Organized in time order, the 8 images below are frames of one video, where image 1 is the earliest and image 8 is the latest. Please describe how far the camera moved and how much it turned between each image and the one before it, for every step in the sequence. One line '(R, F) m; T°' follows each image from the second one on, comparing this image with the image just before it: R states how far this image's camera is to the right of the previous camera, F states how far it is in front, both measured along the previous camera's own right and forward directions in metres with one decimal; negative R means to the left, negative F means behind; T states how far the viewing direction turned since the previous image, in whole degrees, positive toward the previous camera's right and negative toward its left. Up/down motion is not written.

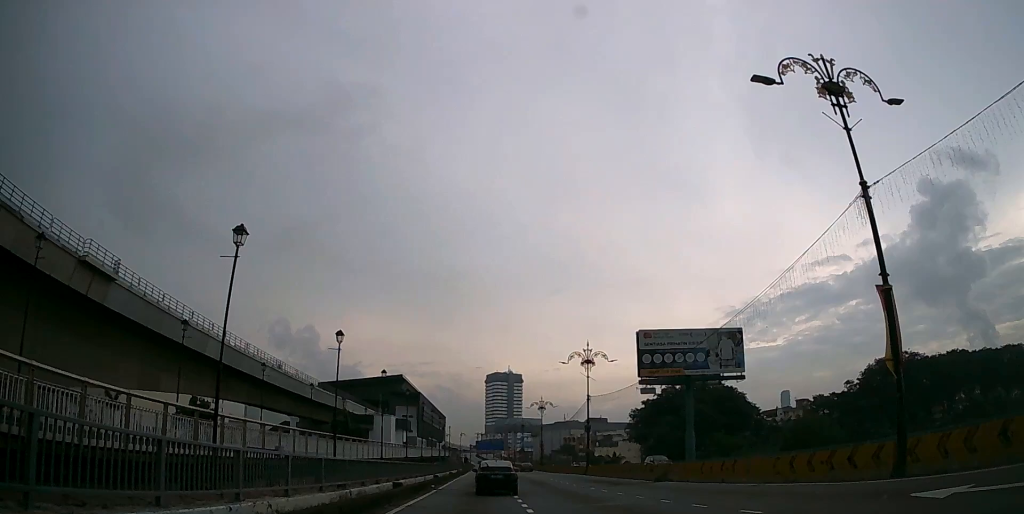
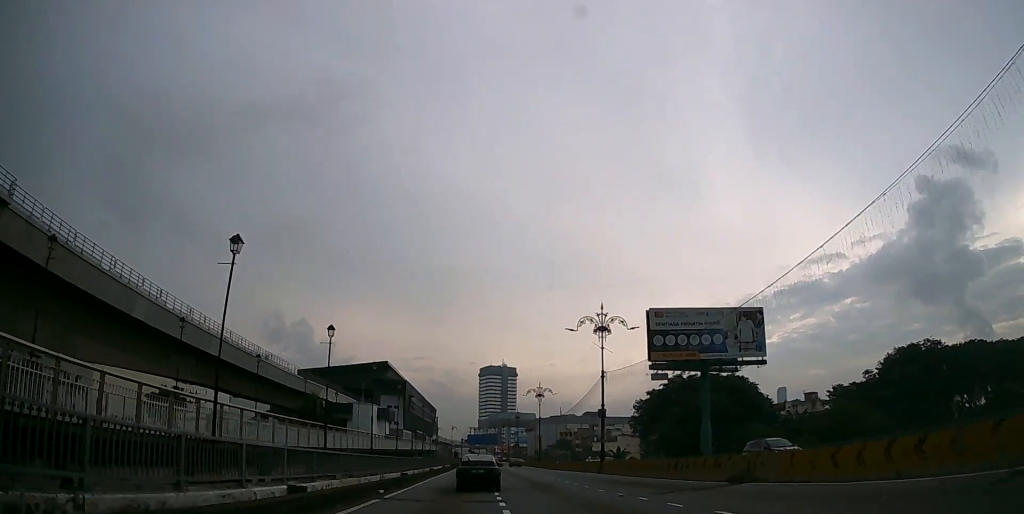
(0.0, +9.8) m; 0°
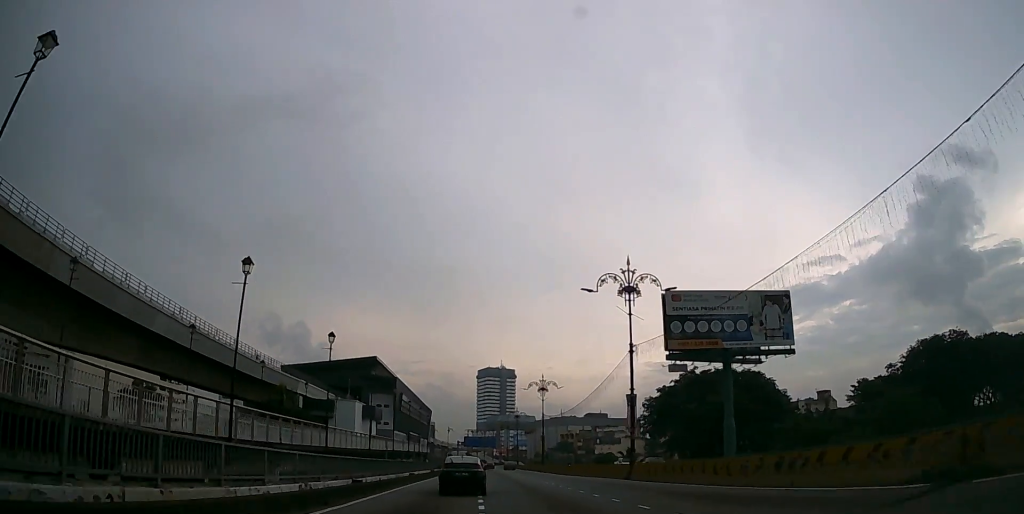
(0.0, +8.7) m; 0°
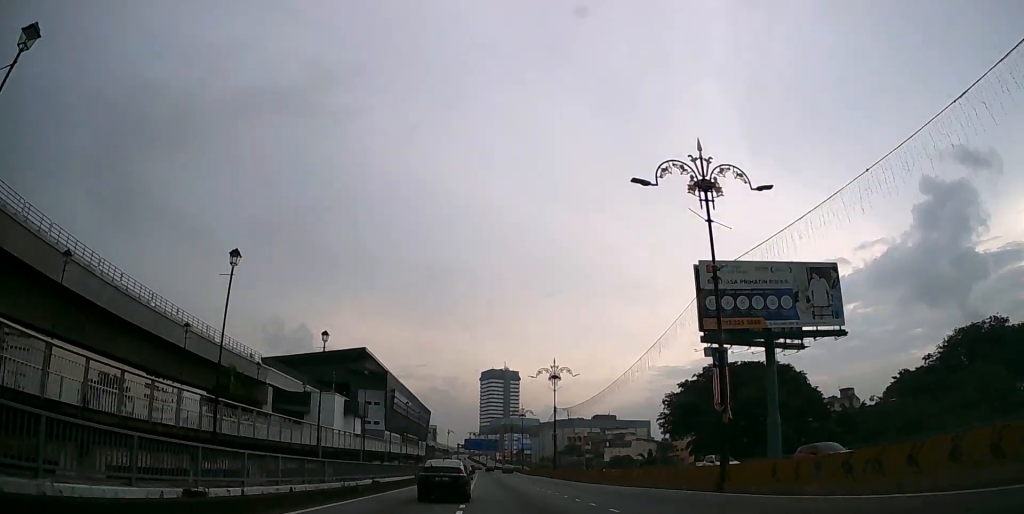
(0.0, +11.0) m; 0°
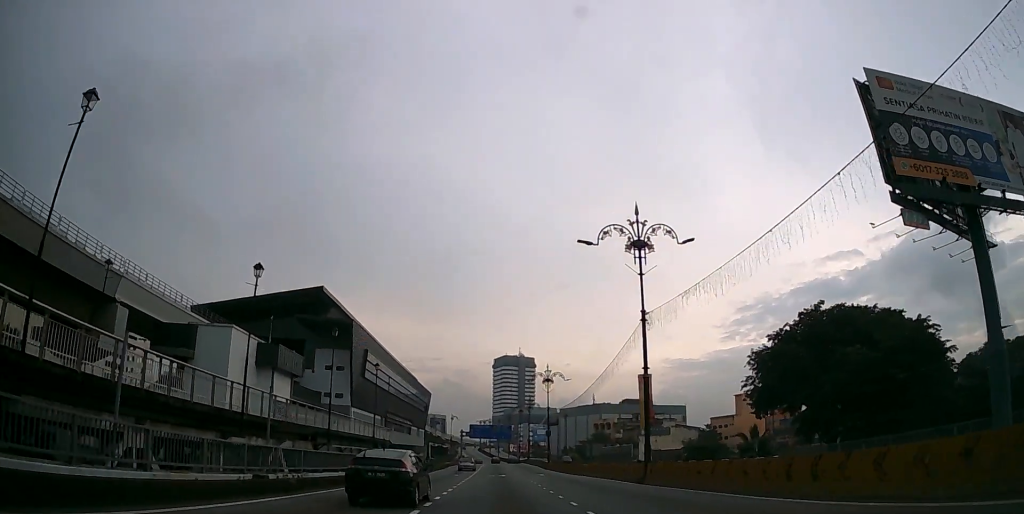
(-0.4, +35.6) m; -1°
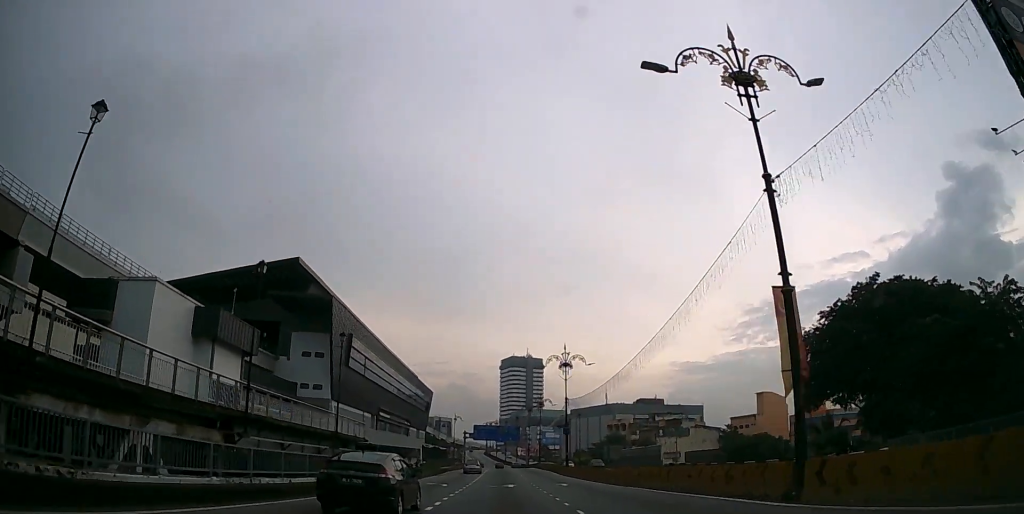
(-0.1, +12.5) m; -1°
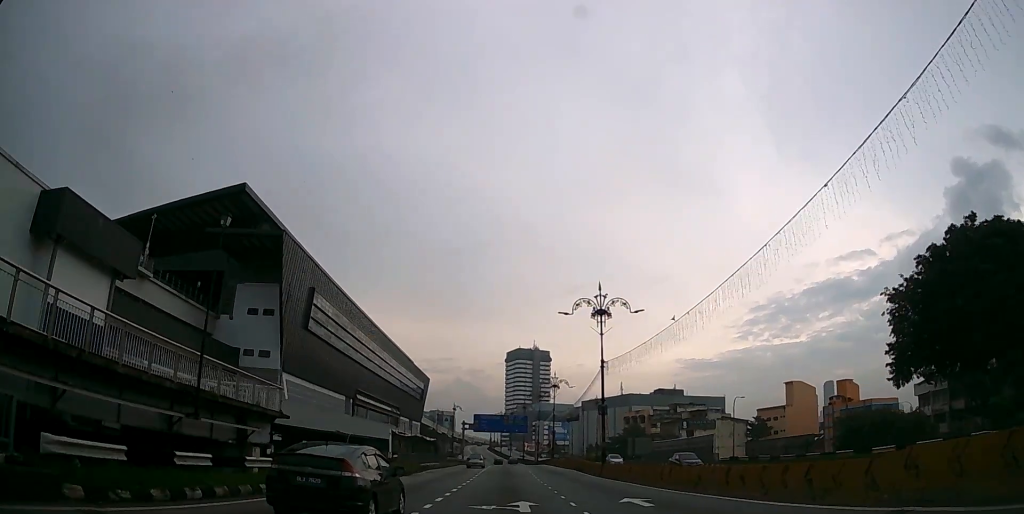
(-0.1, +16.2) m; 0°
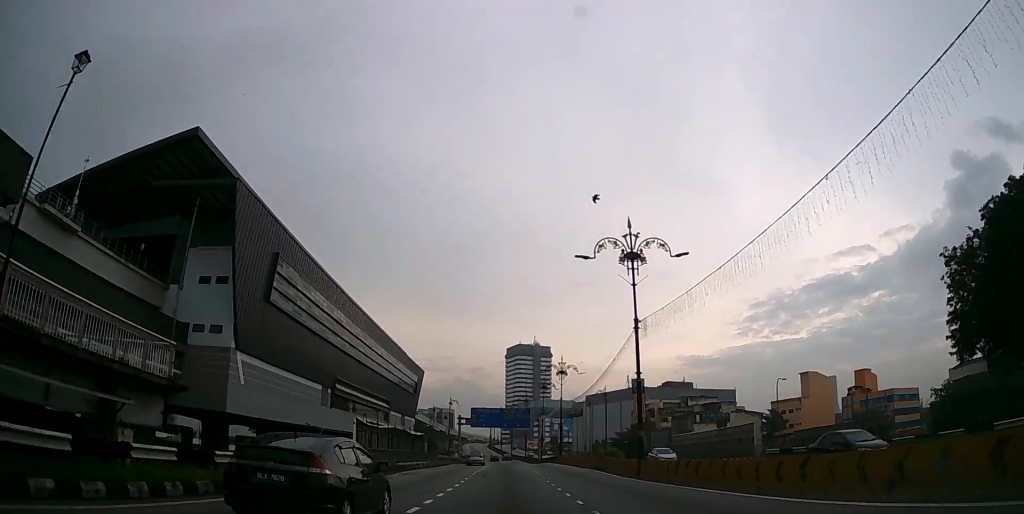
(0.0, +9.0) m; 0°
